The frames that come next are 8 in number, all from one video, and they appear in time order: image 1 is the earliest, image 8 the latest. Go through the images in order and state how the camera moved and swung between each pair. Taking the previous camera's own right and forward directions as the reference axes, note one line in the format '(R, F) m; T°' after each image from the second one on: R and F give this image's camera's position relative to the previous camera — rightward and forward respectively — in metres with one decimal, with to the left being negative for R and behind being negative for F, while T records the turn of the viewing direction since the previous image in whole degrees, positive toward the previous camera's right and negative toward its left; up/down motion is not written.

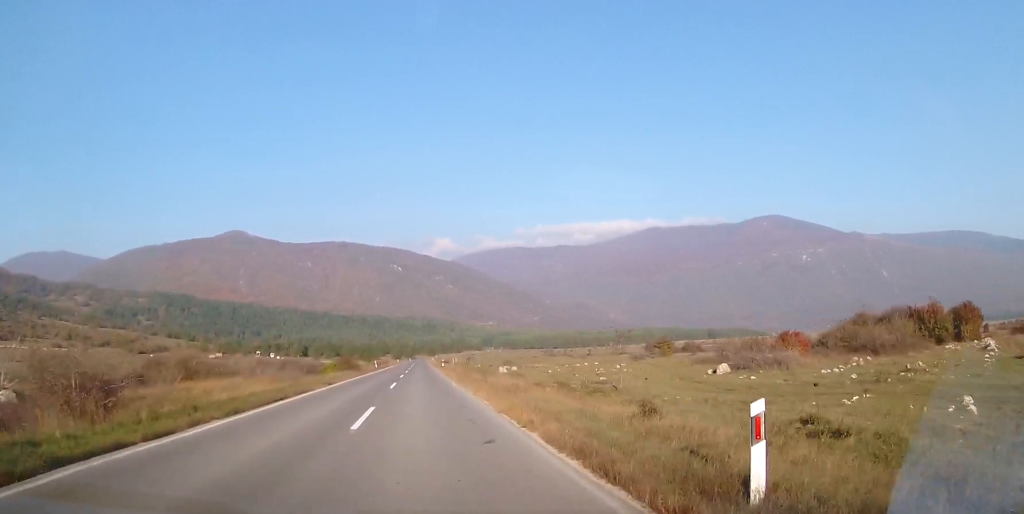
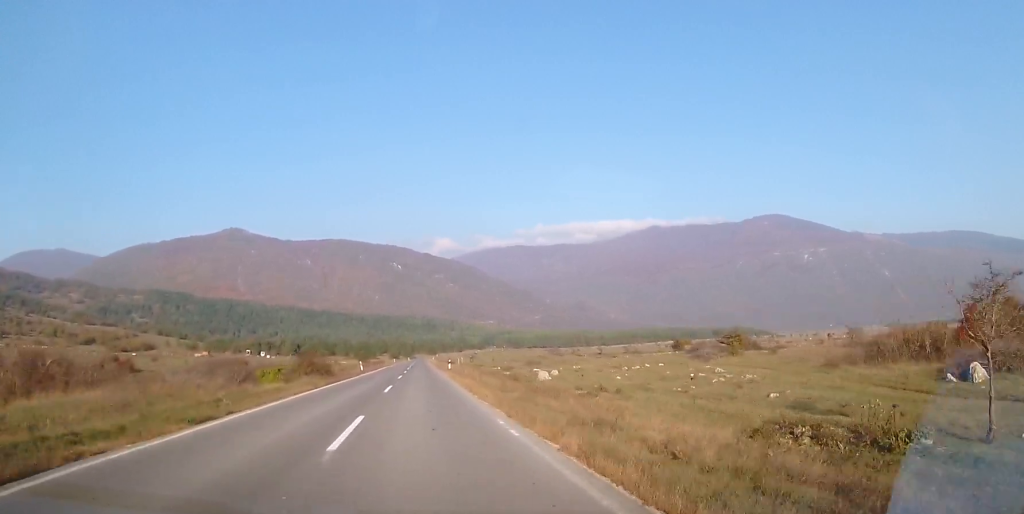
(-0.1, +18.4) m; 0°
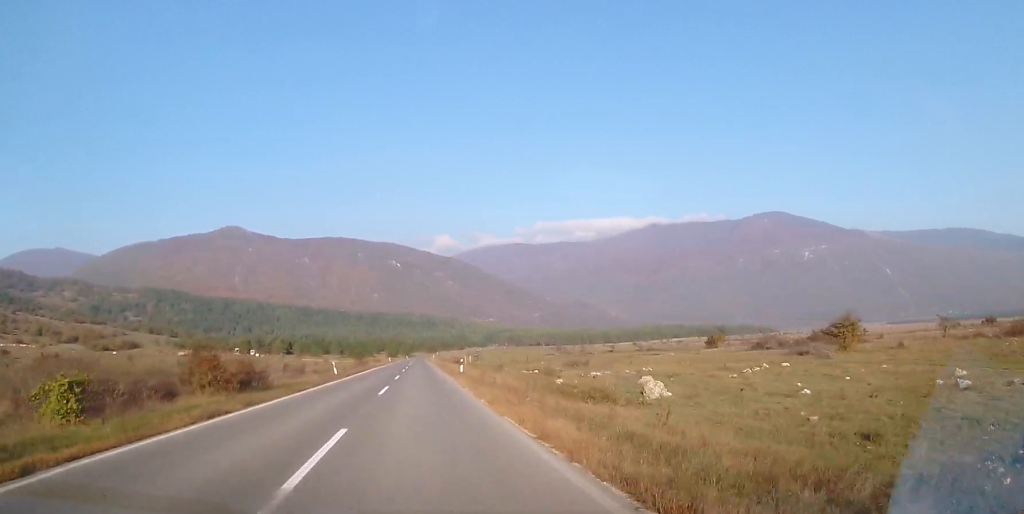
(-0.3, +17.7) m; +1°
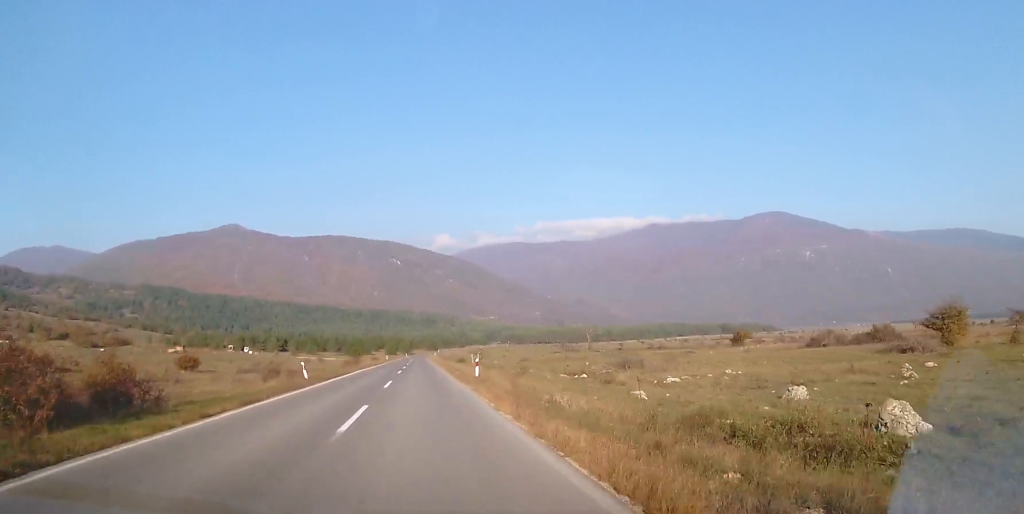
(+0.3, +10.9) m; 0°
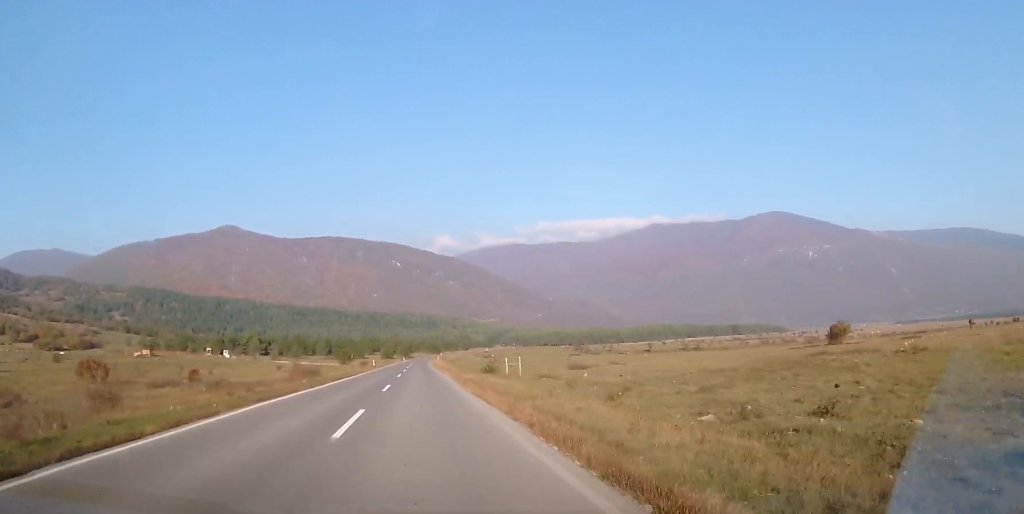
(-0.1, +30.4) m; 0°
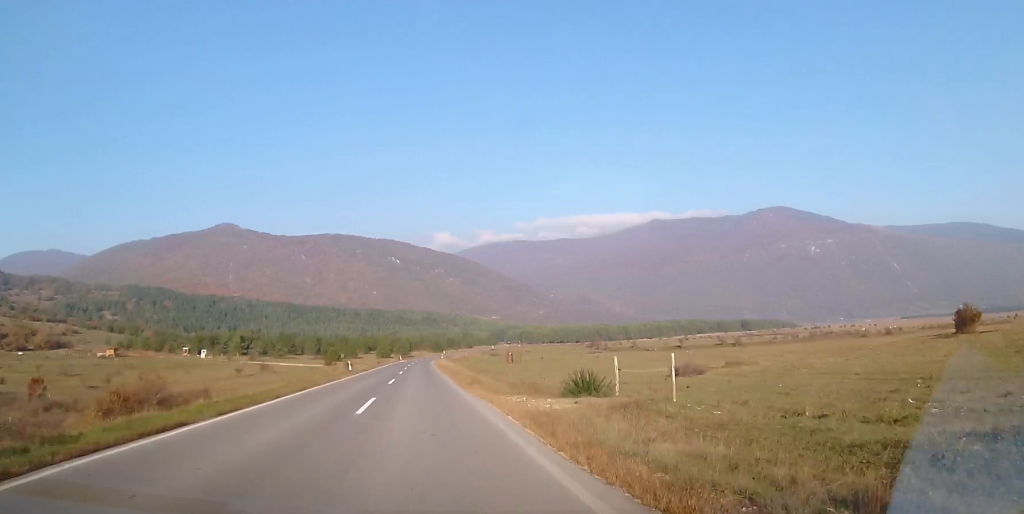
(+0.2, +25.8) m; 0°
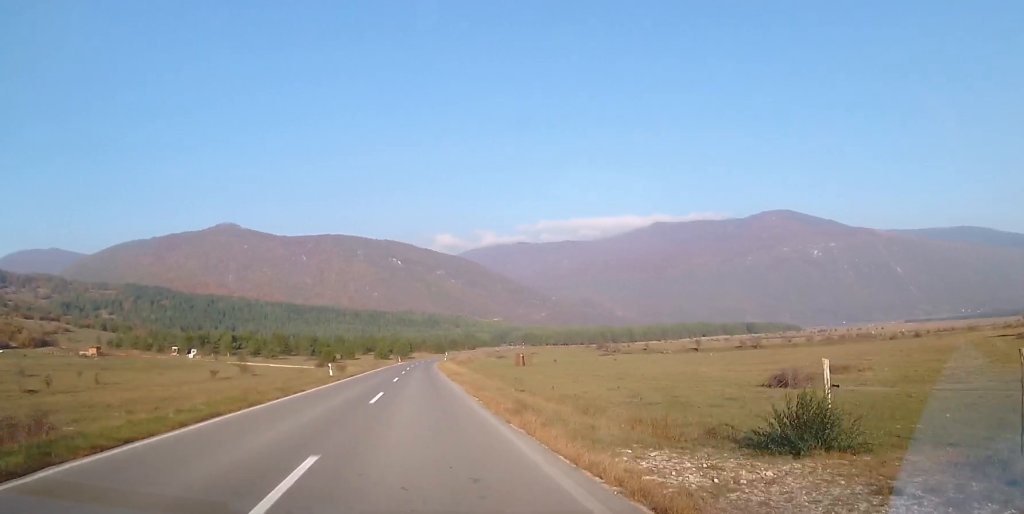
(-0.1, +11.1) m; 0°
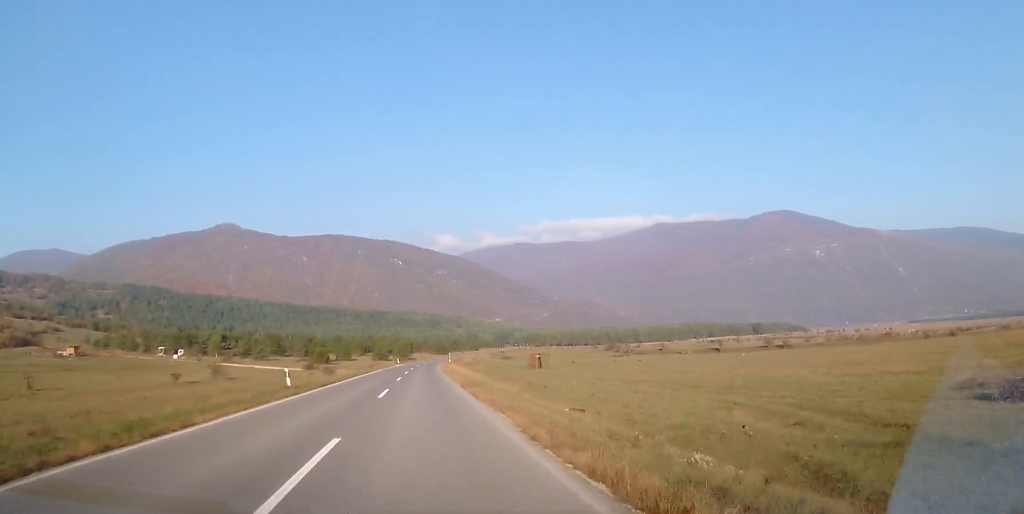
(-0.2, +12.7) m; 0°
